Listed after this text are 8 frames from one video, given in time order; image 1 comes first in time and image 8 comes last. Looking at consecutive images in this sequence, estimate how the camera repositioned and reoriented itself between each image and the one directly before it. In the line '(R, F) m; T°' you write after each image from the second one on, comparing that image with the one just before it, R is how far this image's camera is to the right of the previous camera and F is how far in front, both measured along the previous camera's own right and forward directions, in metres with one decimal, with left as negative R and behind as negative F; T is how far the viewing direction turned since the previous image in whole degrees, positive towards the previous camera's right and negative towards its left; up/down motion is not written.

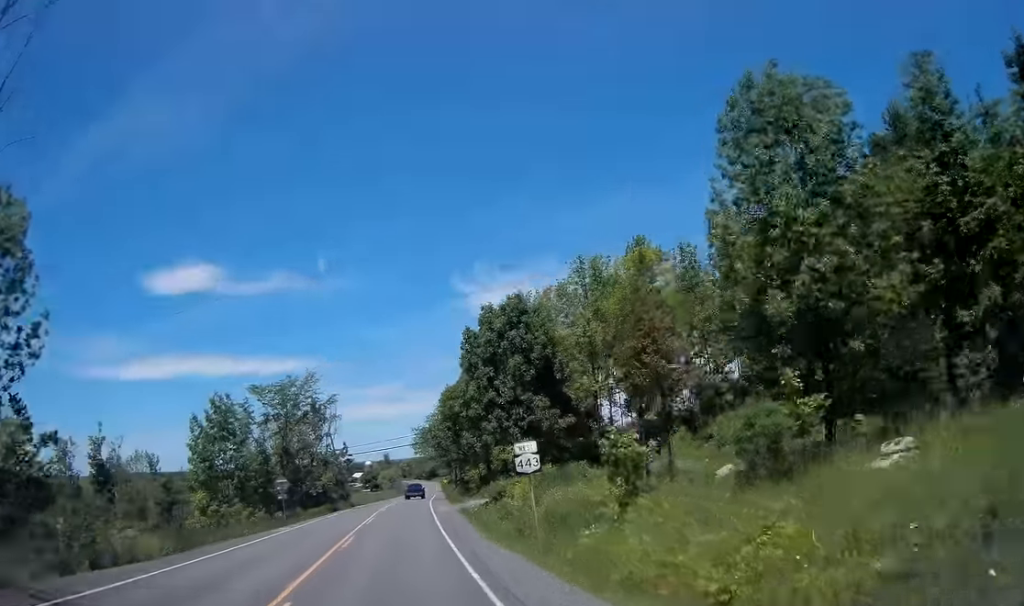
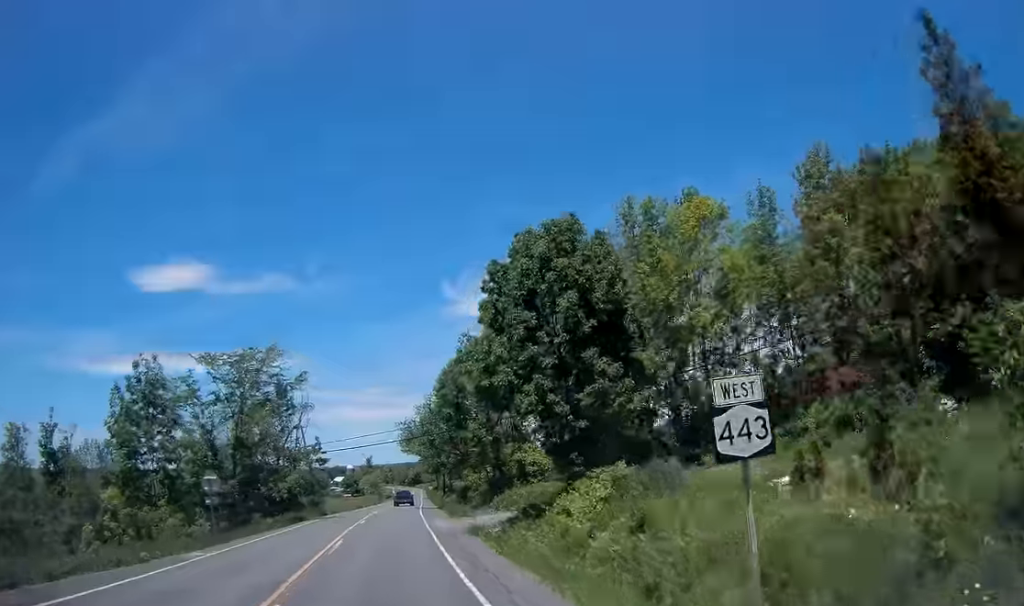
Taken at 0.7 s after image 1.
(+0.4, +11.5) m; +3°
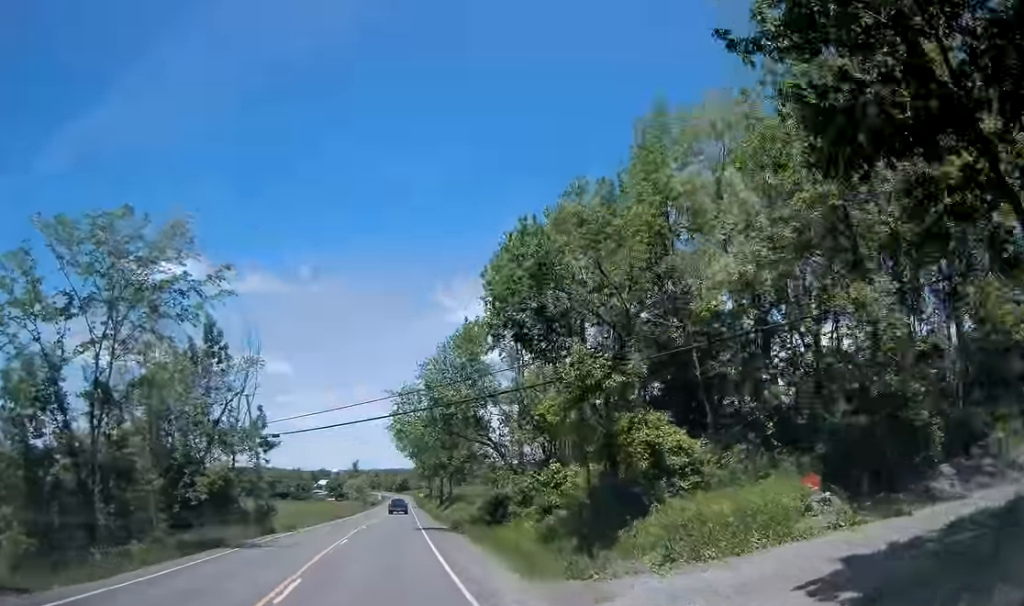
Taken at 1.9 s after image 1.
(+0.5, +20.0) m; +2°
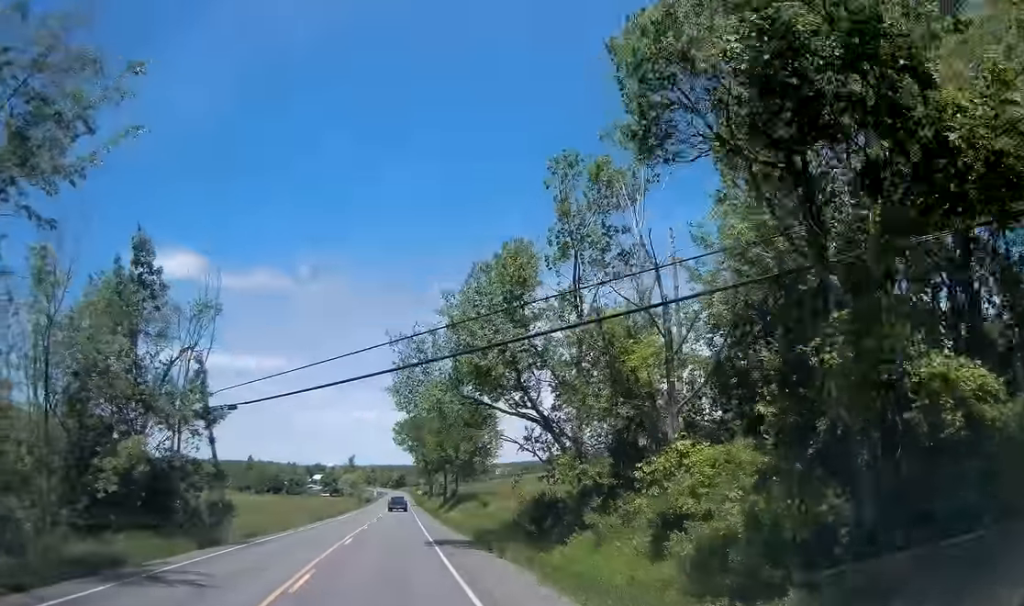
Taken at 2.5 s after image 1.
(0.0, +10.6) m; 0°
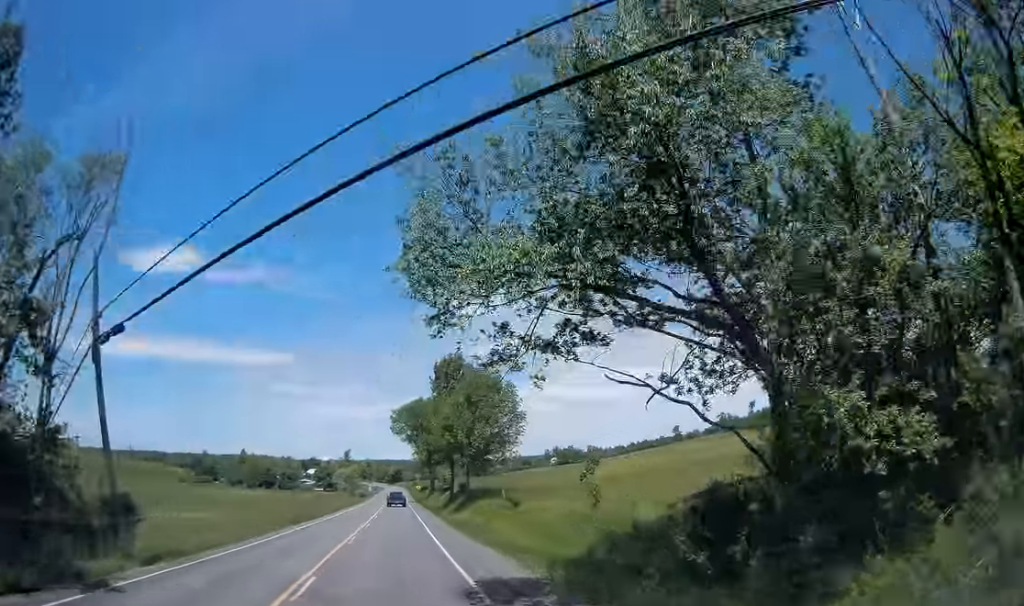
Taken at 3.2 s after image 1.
(0.0, +12.6) m; +1°
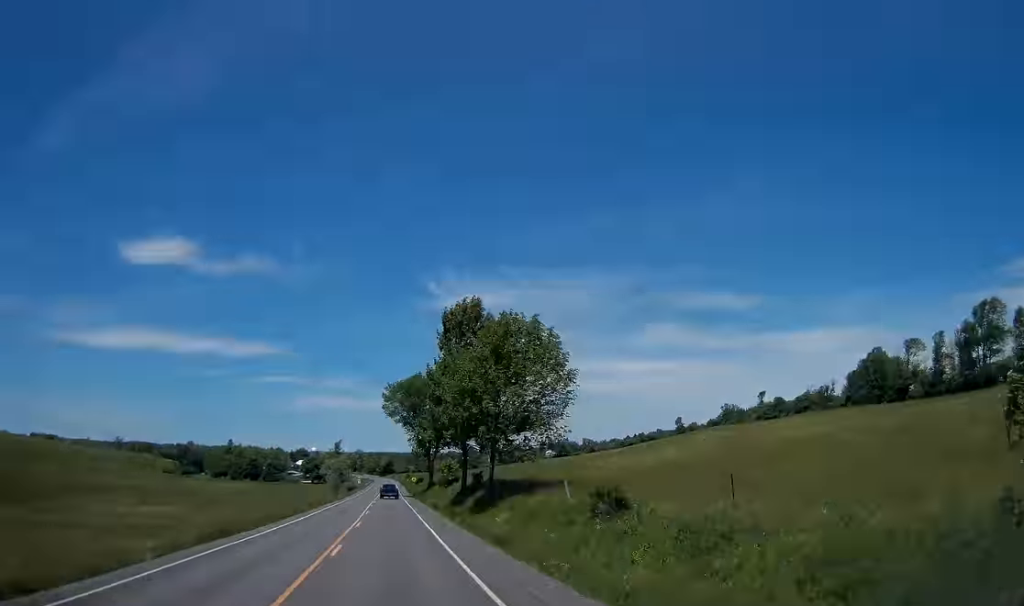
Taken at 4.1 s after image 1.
(+0.3, +17.2) m; +1°
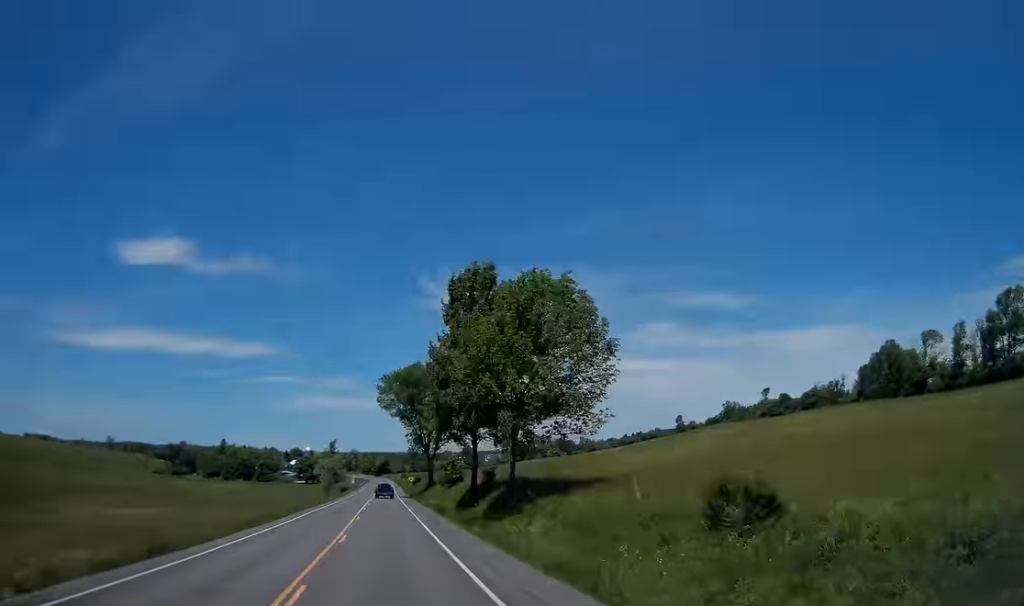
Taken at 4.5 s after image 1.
(0.0, +8.2) m; 0°
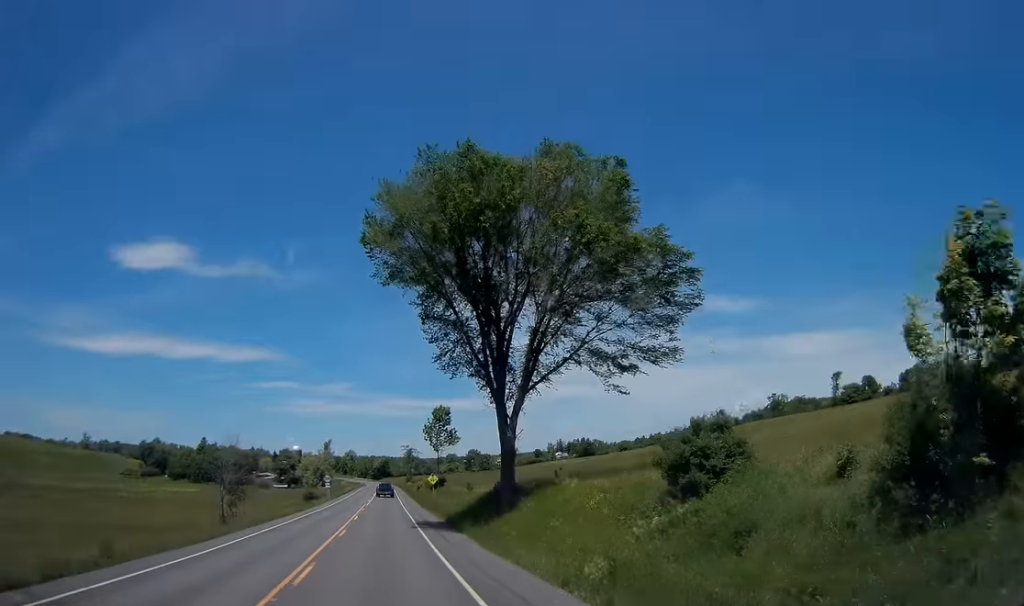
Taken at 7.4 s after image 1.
(+0.6, +56.0) m; +1°
